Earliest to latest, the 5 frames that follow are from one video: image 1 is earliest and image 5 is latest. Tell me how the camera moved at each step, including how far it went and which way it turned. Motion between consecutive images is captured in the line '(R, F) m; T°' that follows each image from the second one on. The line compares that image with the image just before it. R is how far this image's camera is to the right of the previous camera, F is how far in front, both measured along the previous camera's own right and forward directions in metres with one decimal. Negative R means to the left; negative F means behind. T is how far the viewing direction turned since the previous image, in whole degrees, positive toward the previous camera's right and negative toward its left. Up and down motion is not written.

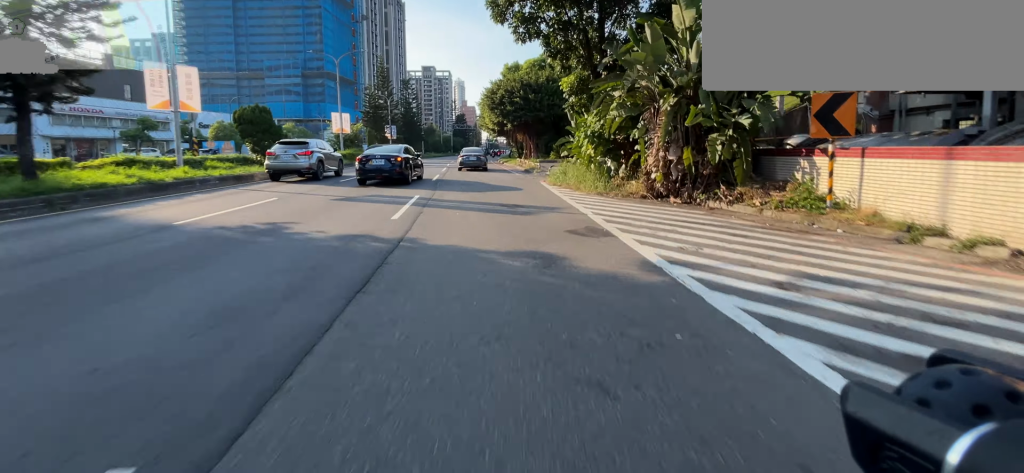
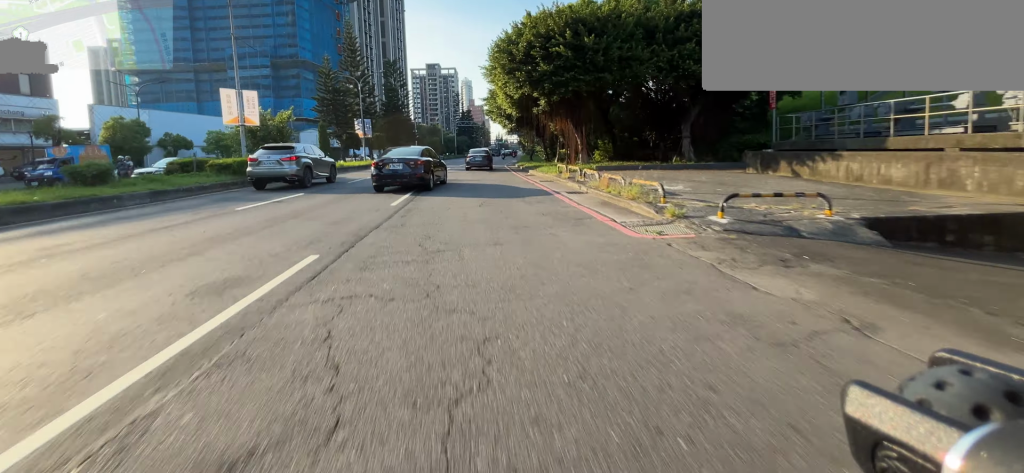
(-0.1, +13.5) m; 0°
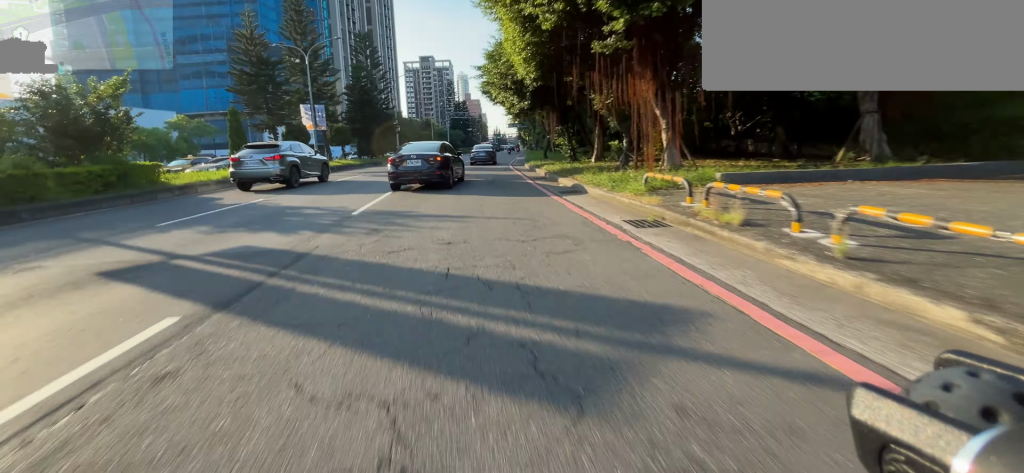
(0.0, +8.9) m; 0°
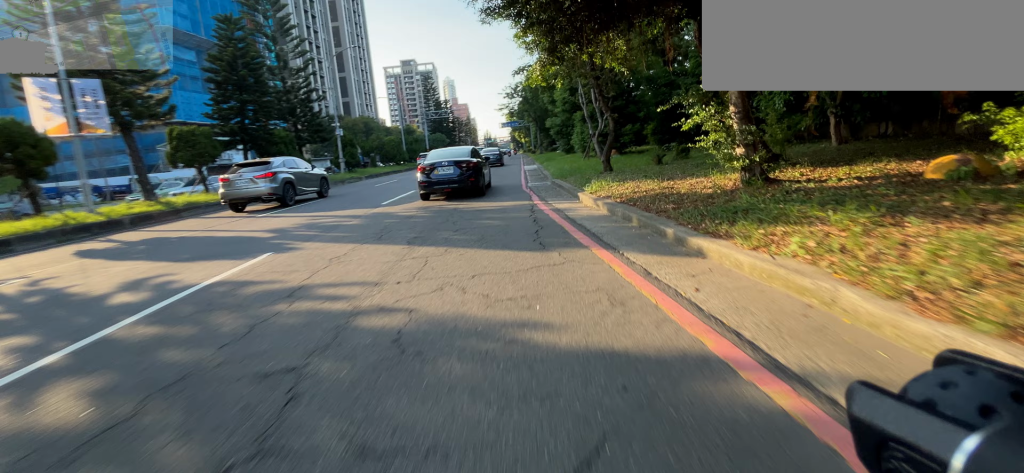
(+0.1, +15.1) m; +1°
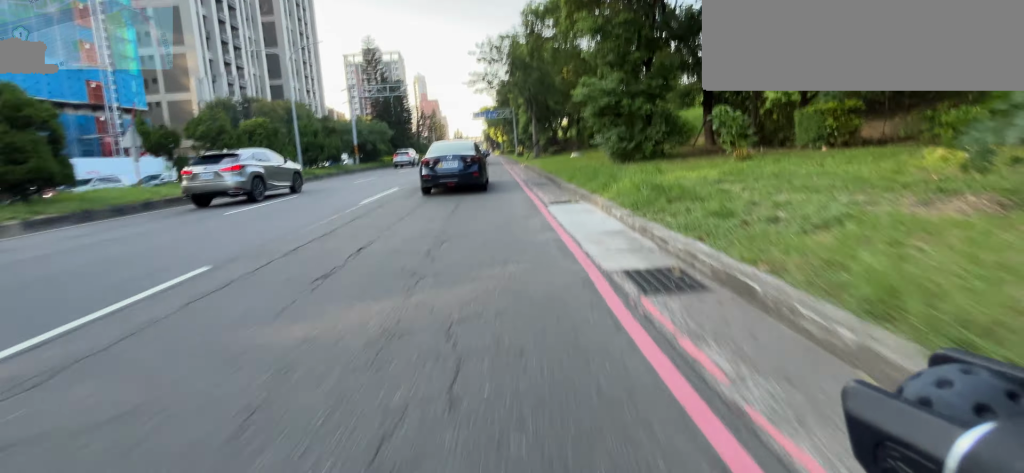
(+0.1, +23.0) m; 0°
